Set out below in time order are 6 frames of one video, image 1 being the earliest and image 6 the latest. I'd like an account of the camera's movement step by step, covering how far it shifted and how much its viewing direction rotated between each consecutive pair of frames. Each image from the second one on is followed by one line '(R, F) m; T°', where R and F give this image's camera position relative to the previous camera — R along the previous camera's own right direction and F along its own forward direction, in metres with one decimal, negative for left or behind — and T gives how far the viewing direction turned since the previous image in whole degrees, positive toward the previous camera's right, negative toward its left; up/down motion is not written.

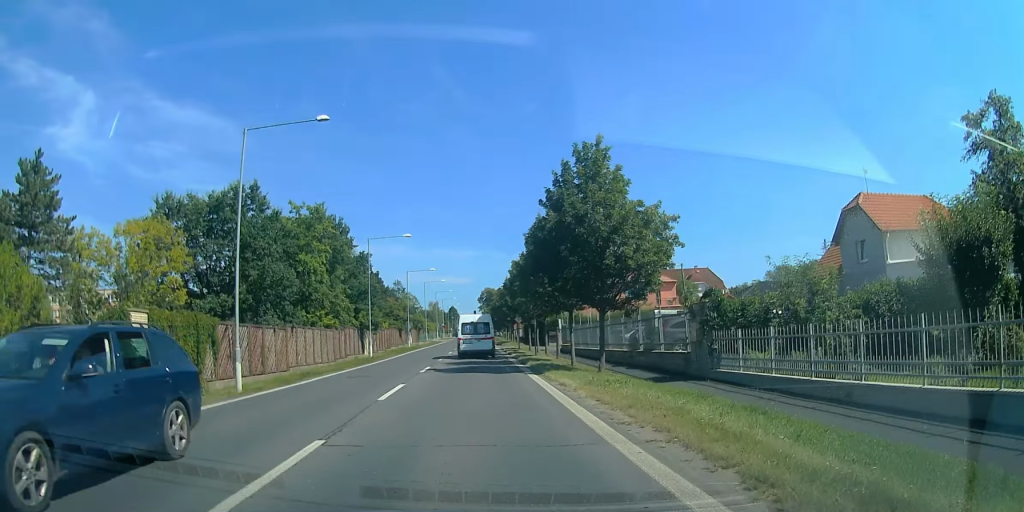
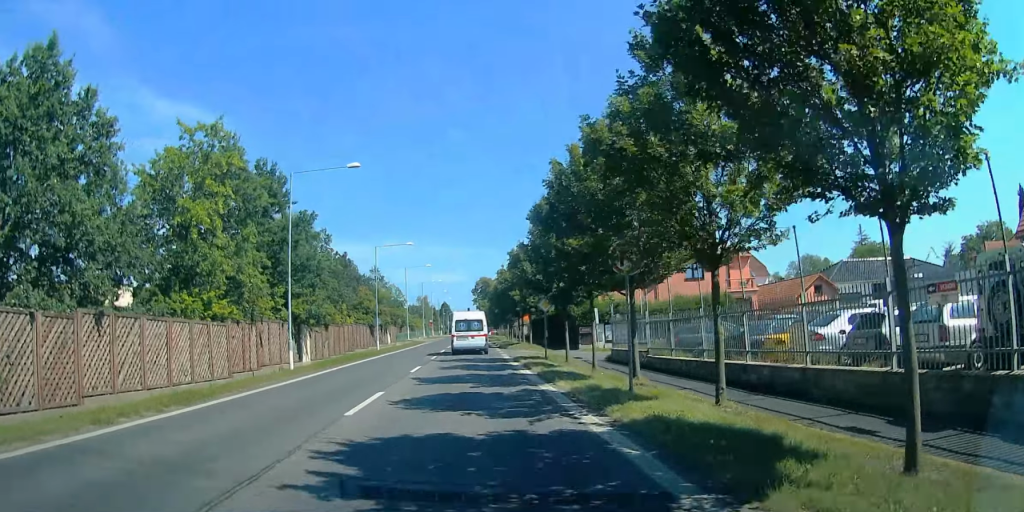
(+0.1, +20.5) m; 0°
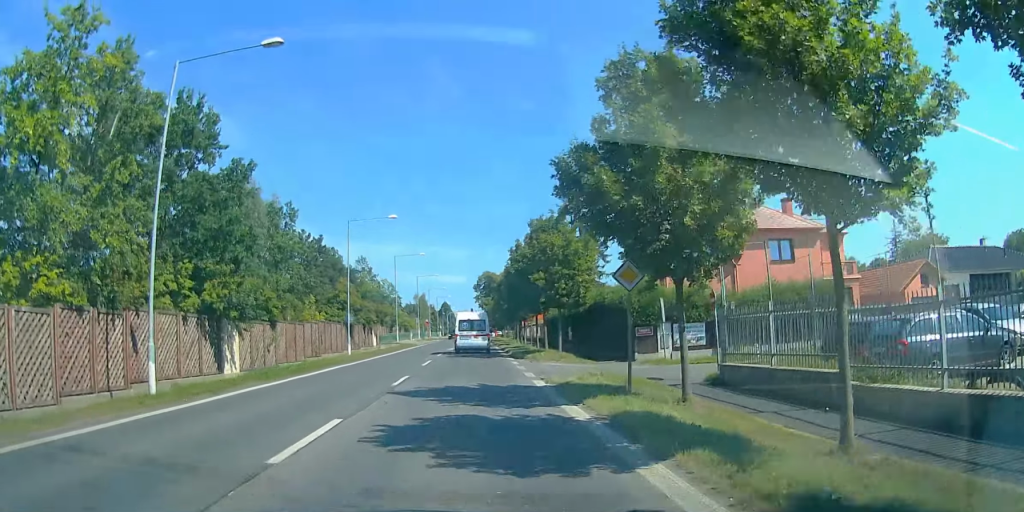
(0.0, +13.8) m; 0°
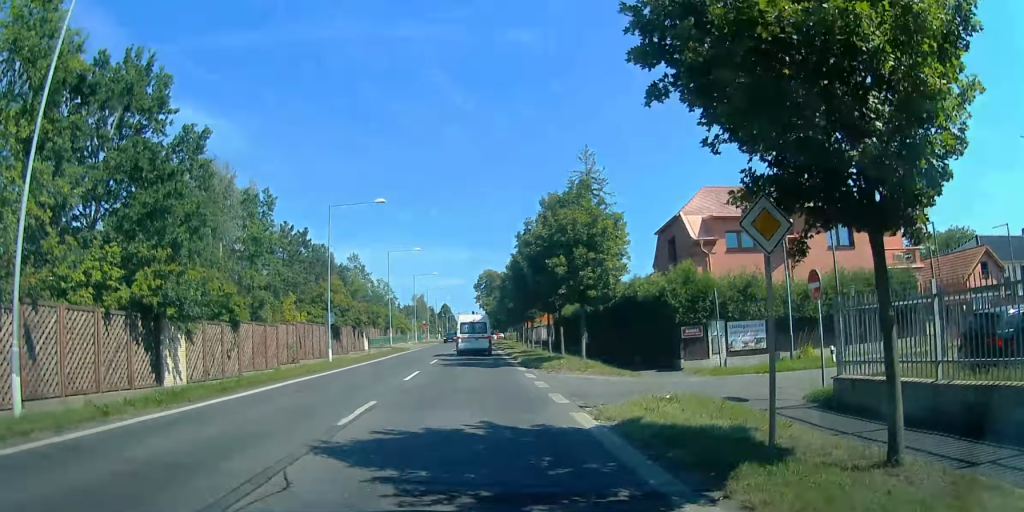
(0.0, +6.0) m; 0°
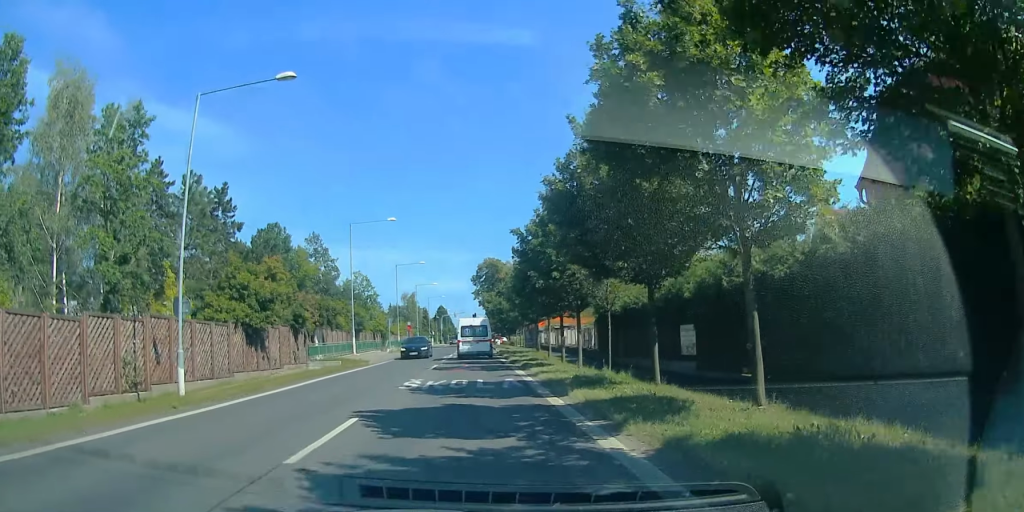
(0.0, +19.5) m; 0°
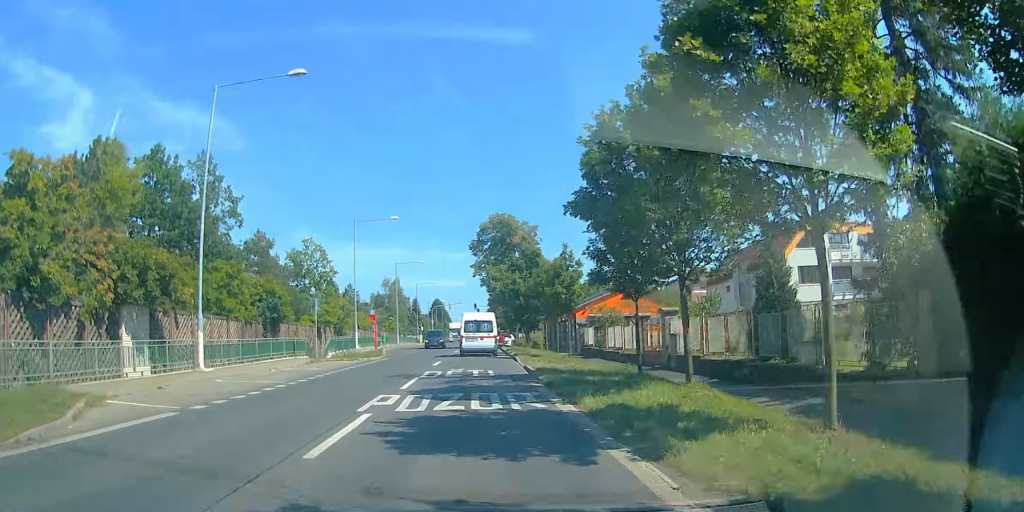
(+1.7, +26.7) m; +6°
